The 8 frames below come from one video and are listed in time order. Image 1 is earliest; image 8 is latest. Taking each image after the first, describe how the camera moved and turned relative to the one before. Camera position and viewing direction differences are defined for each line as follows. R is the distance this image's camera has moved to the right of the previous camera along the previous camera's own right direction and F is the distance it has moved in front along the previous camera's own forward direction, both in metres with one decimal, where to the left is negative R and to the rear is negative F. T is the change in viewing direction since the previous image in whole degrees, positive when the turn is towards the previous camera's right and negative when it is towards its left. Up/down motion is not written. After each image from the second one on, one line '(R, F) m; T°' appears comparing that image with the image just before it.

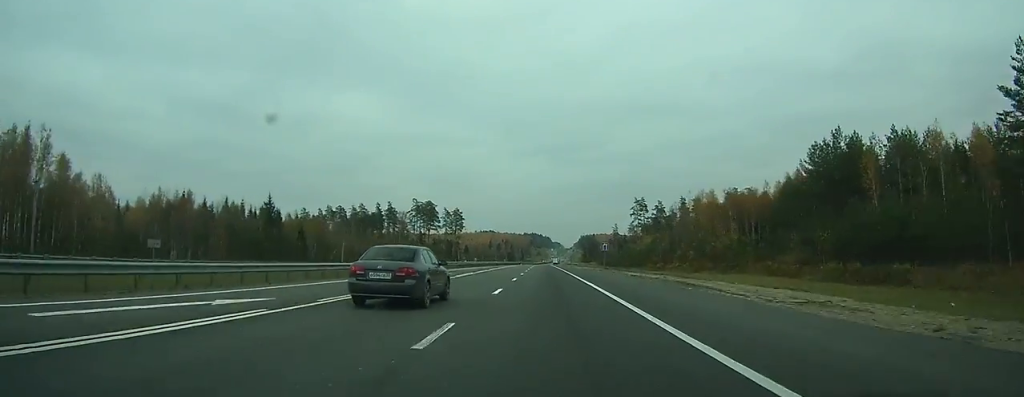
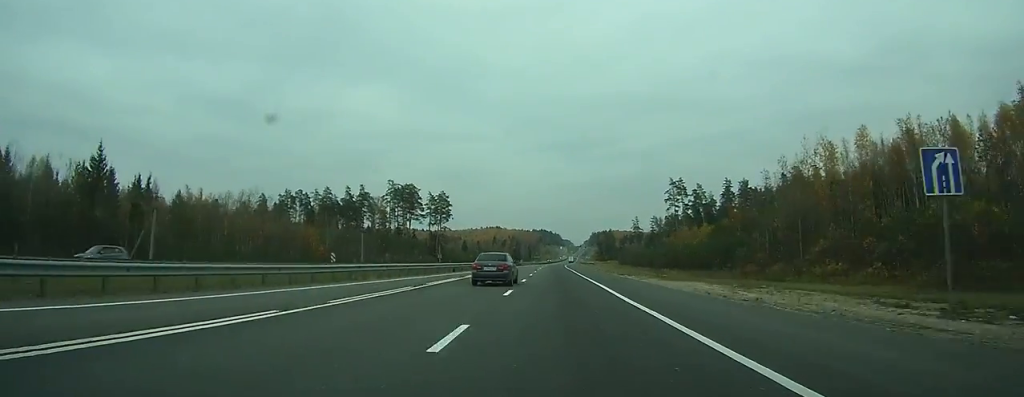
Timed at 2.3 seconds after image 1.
(-0.8, +57.8) m; -1°
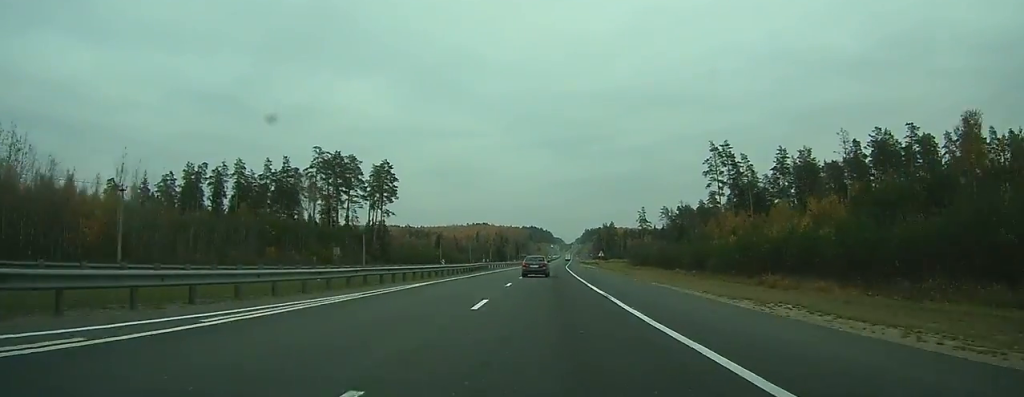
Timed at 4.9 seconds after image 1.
(-0.1, +66.6) m; 0°
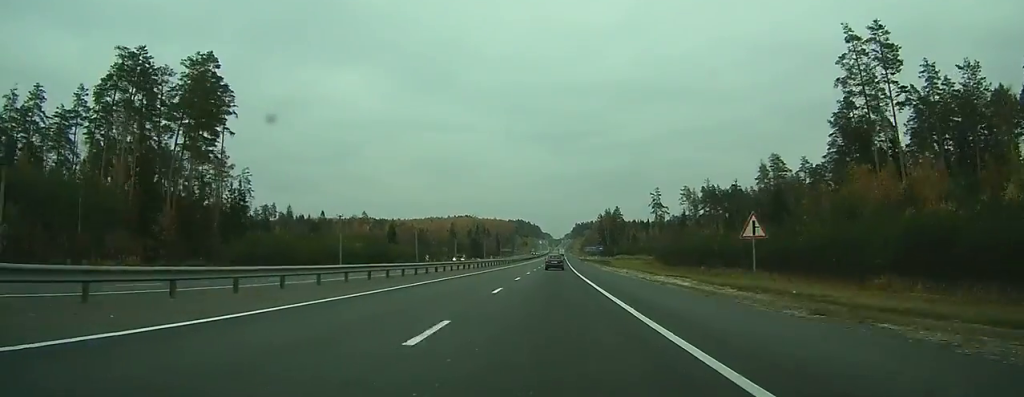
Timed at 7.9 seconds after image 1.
(+0.8, +82.4) m; +1°
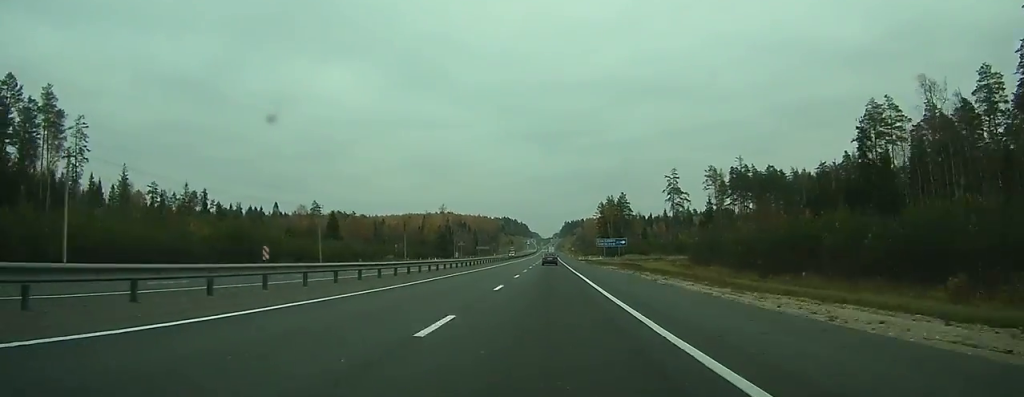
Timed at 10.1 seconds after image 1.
(+0.6, +63.1) m; +1°
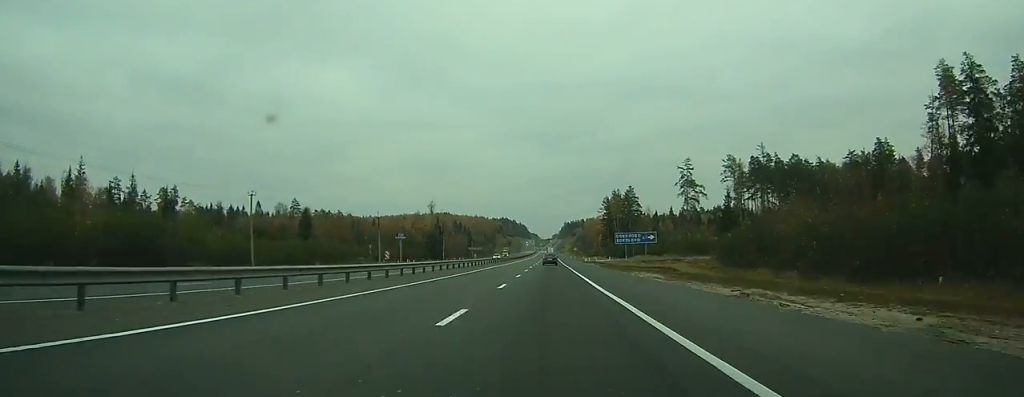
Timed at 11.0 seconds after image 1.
(+0.1, +23.0) m; 0°
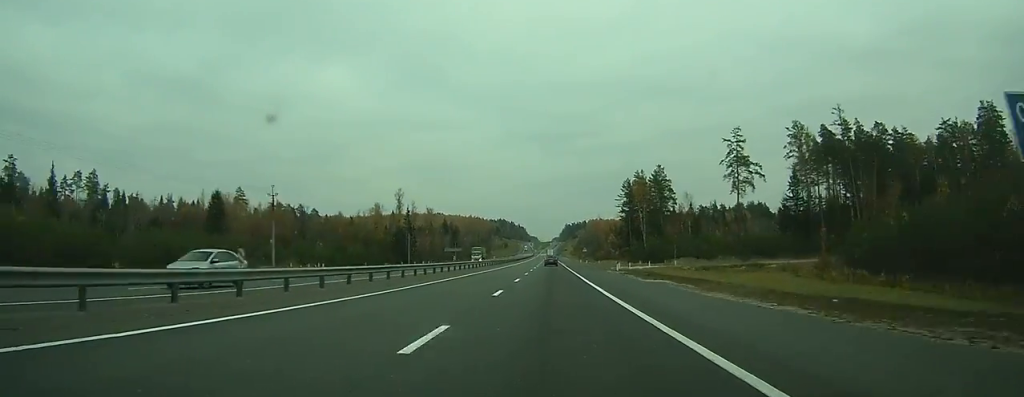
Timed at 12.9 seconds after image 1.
(+0.2, +49.8) m; 0°
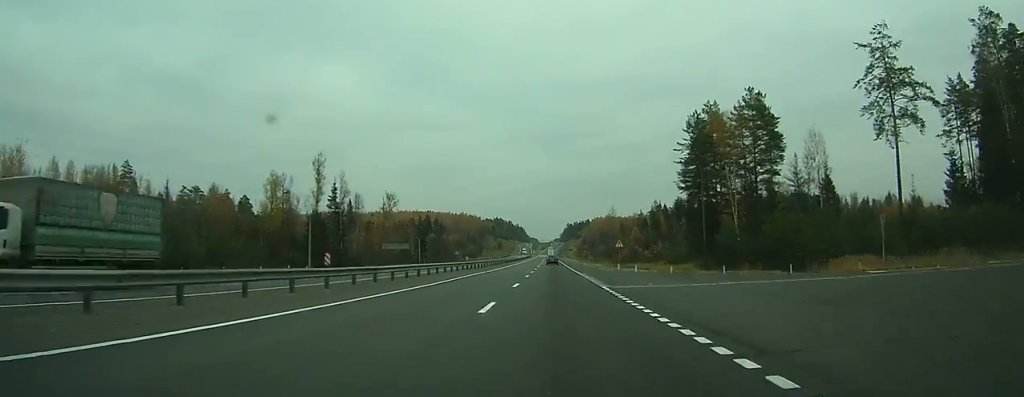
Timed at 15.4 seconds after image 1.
(+0.1, +60.8) m; 0°
